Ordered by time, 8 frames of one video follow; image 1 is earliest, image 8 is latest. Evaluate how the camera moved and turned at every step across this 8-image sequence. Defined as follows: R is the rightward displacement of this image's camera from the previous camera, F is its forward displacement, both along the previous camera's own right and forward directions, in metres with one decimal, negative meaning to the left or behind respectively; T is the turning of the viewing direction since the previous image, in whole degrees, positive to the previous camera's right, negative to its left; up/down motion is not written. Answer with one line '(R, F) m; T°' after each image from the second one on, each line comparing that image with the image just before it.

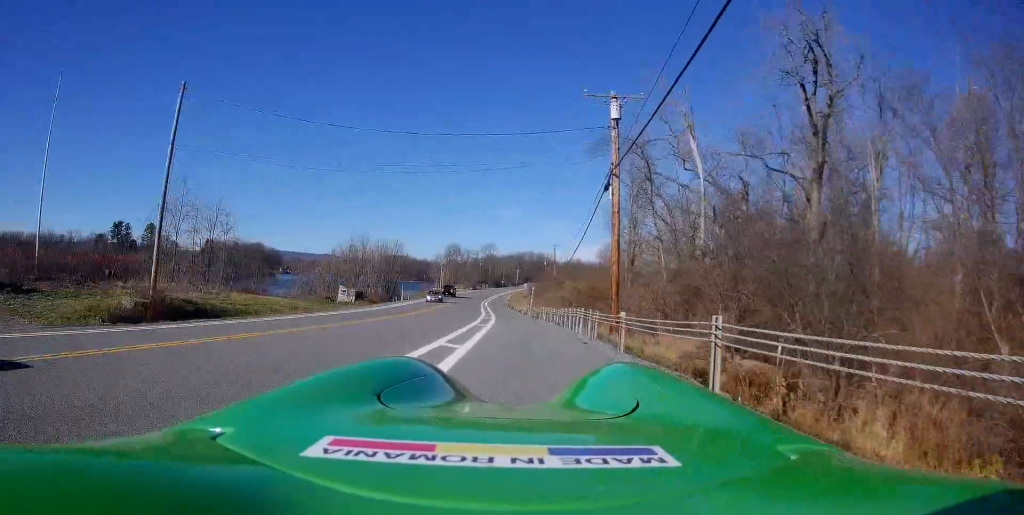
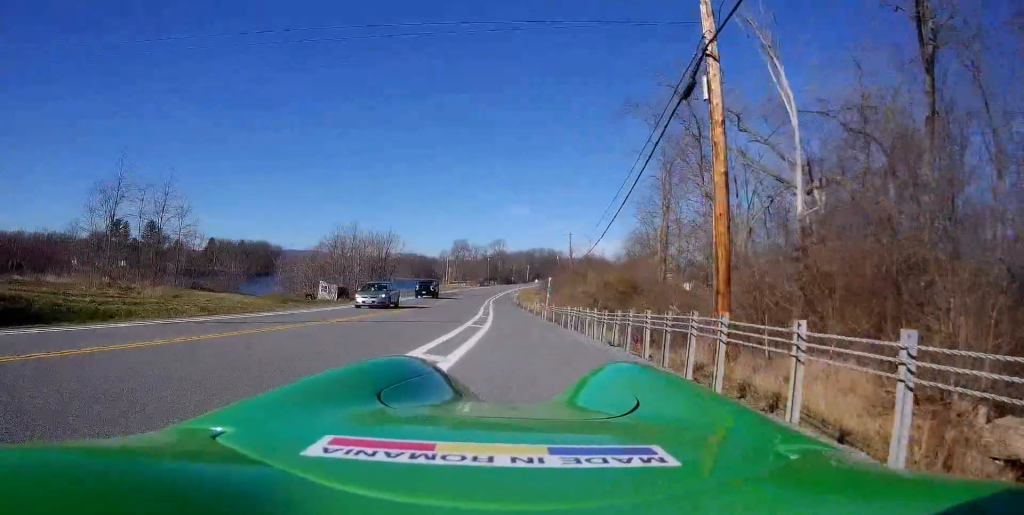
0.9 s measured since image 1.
(-0.3, +11.2) m; -2°
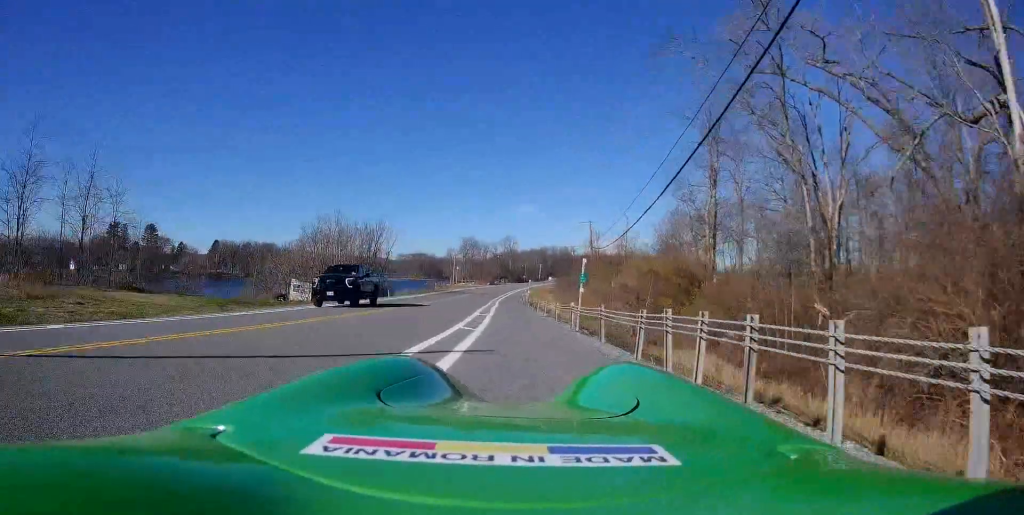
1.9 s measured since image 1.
(-0.1, +12.1) m; 0°
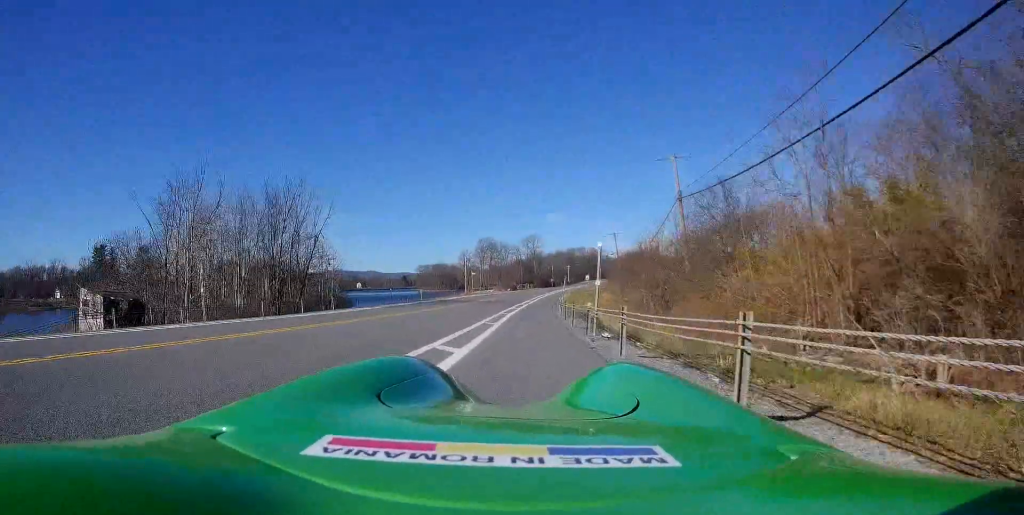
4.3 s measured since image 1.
(0.0, +32.6) m; -1°
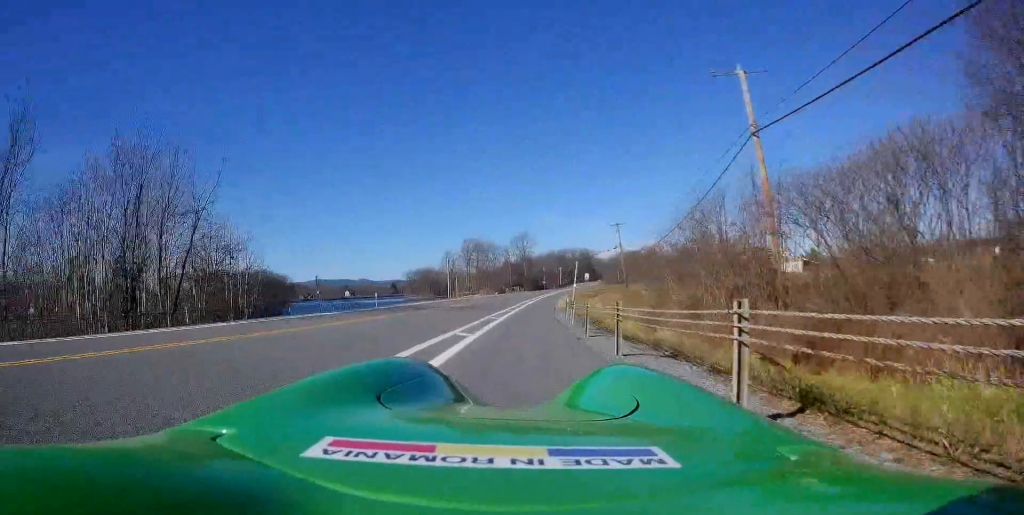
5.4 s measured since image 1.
(0.0, +14.9) m; -1°
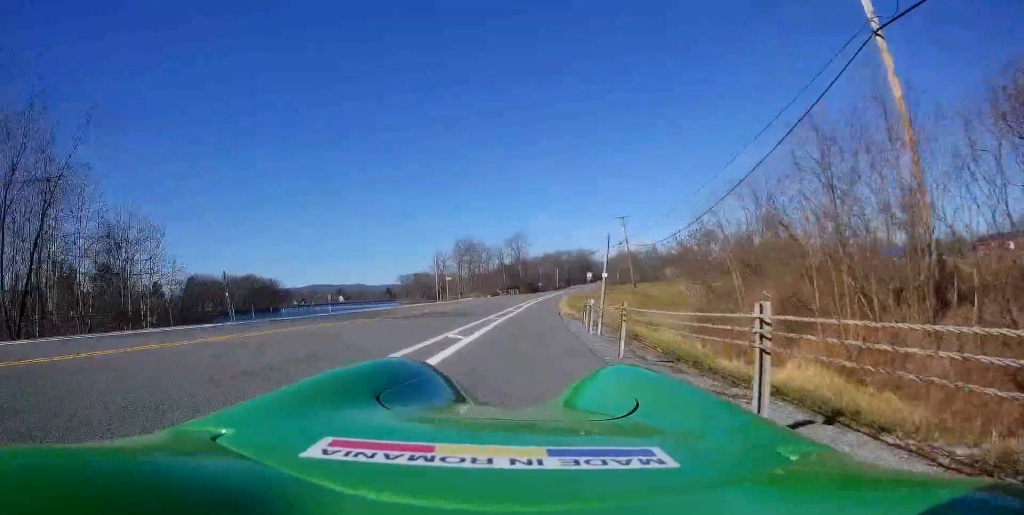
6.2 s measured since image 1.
(-0.2, +10.3) m; 0°
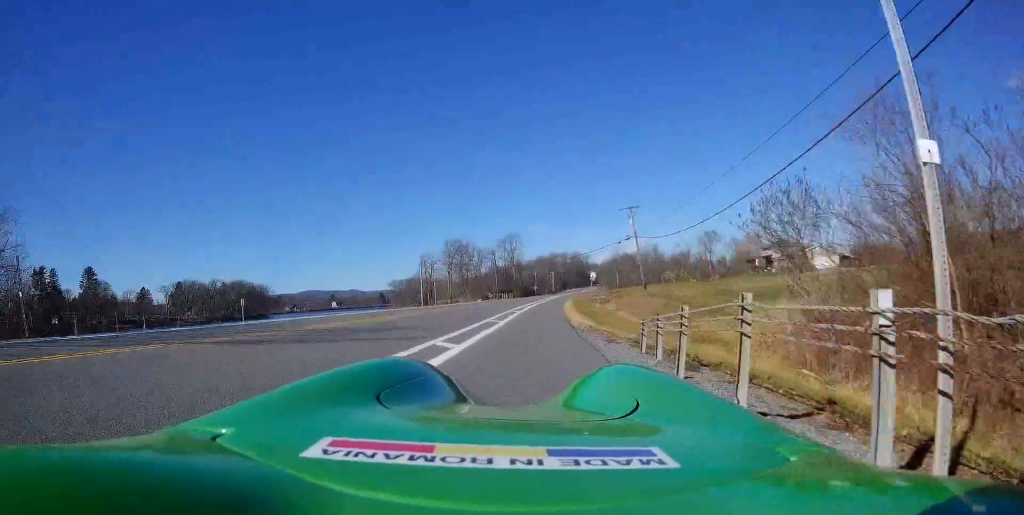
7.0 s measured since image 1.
(0.0, +10.9) m; +1°
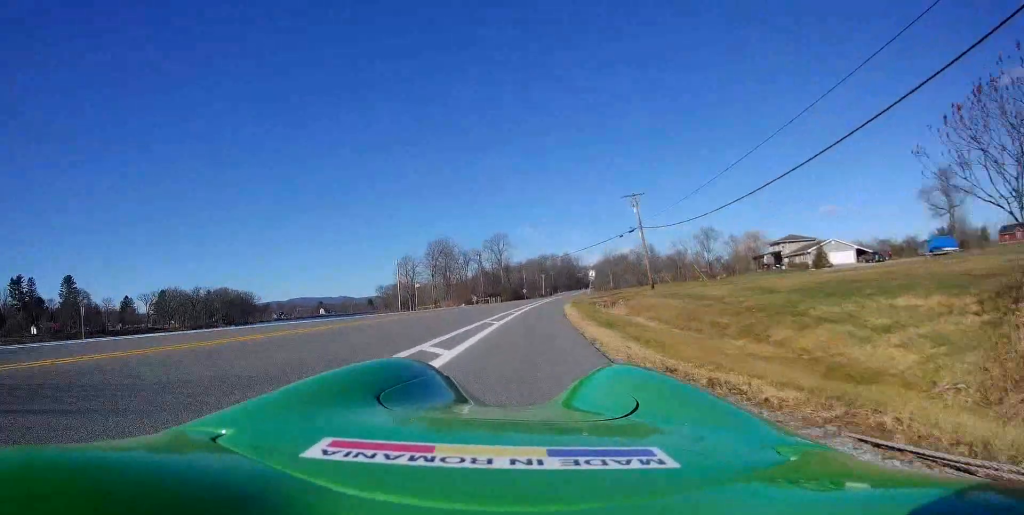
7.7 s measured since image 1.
(+0.2, +10.3) m; +2°
